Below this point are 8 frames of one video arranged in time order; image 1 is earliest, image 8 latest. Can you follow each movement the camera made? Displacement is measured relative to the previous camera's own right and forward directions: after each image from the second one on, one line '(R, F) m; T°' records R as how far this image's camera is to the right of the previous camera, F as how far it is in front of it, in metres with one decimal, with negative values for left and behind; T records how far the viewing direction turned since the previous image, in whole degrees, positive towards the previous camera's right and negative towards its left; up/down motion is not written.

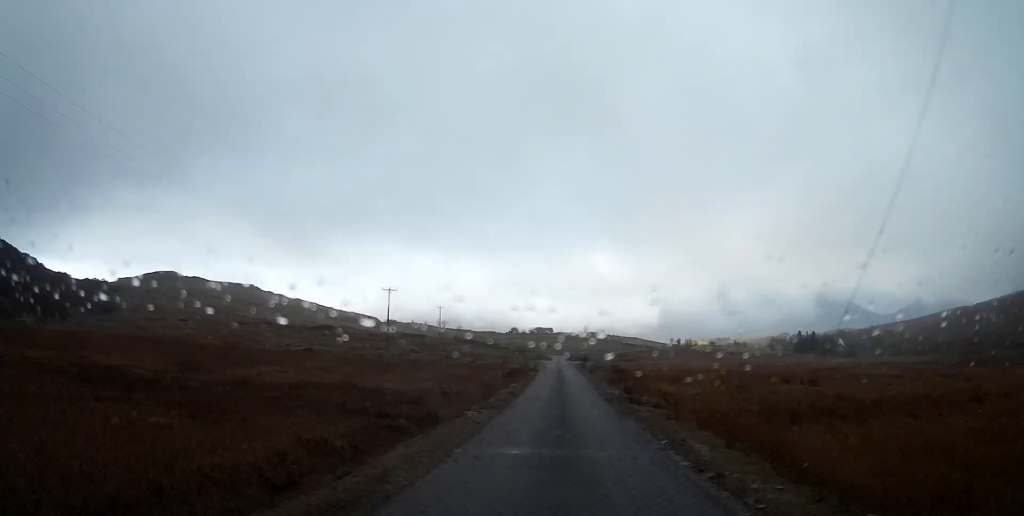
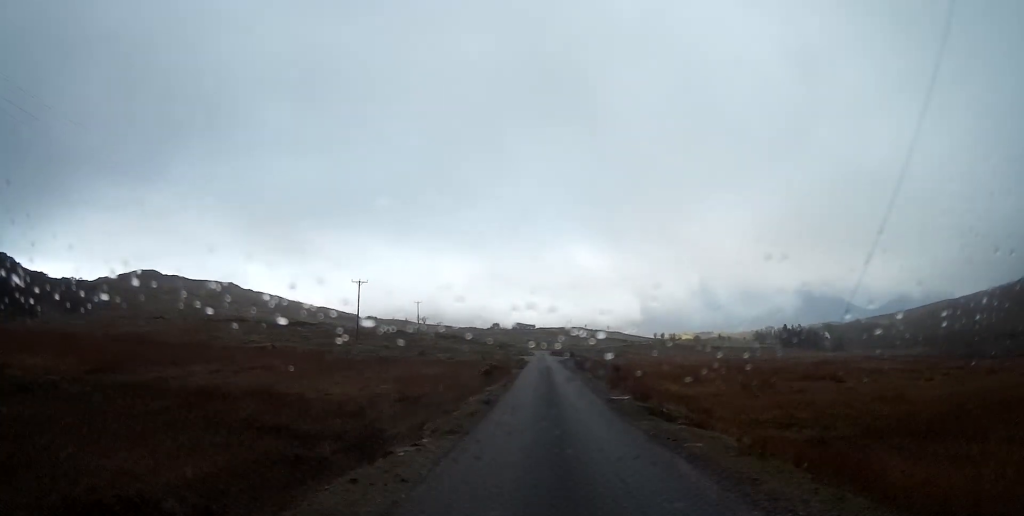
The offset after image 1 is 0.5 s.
(+0.1, +7.3) m; +2°
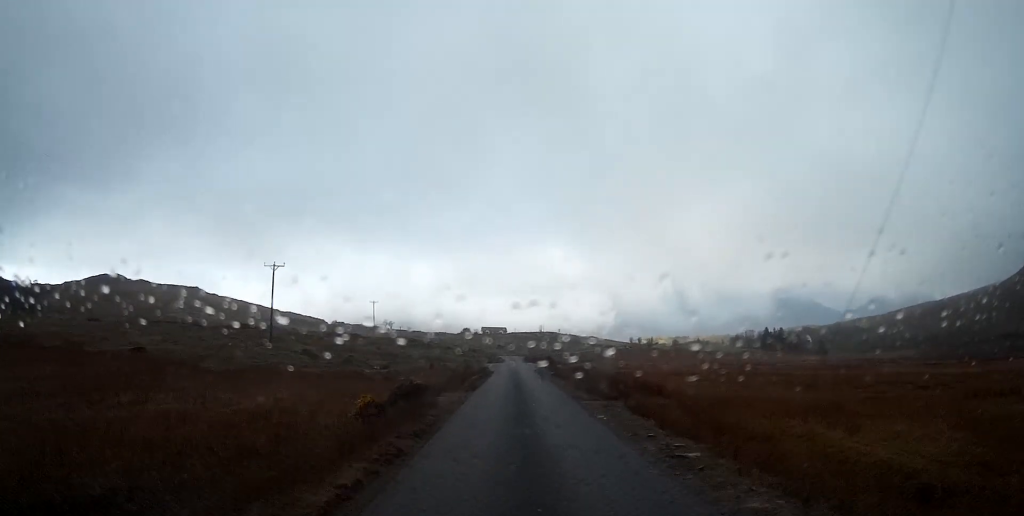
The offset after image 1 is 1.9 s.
(+0.8, +22.7) m; +4°
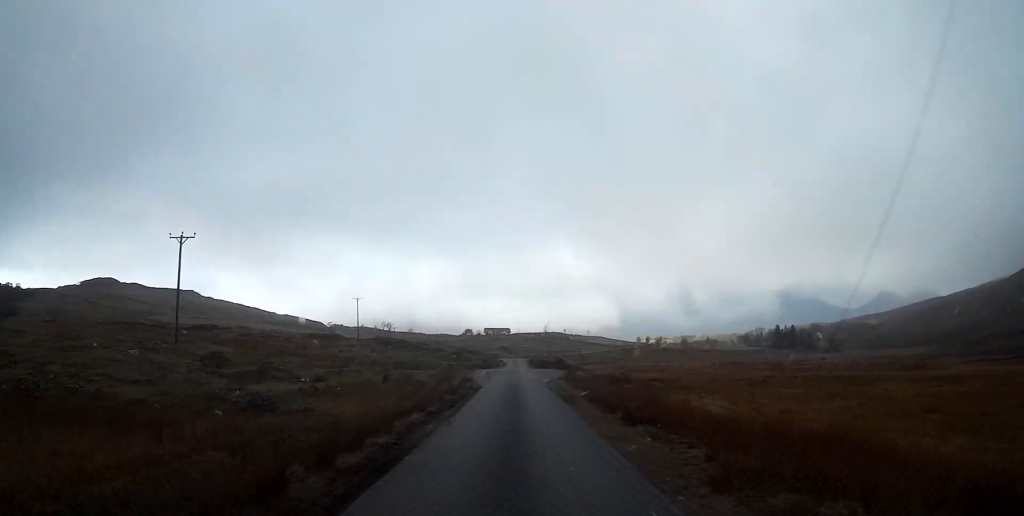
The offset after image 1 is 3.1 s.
(+0.2, +21.4) m; 0°
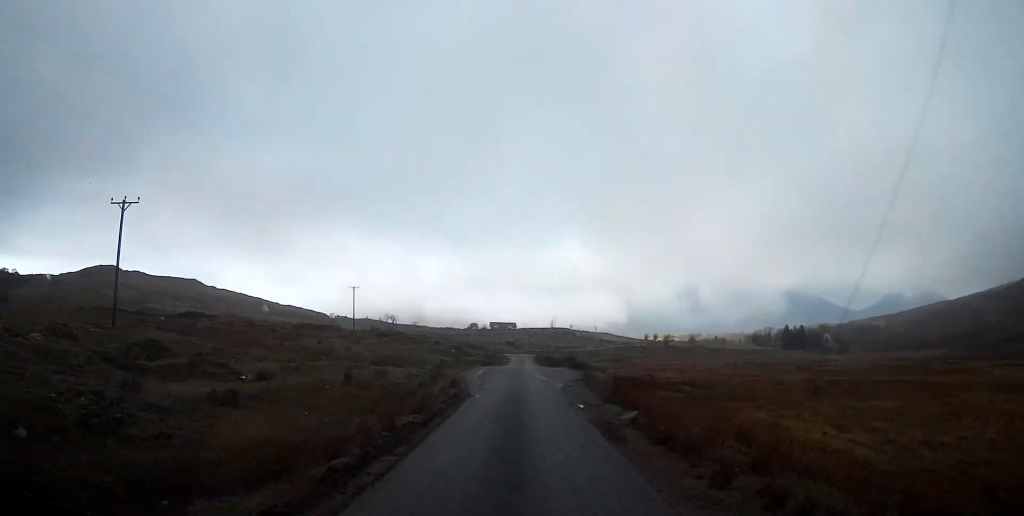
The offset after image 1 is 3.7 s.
(-0.1, +9.6) m; 0°
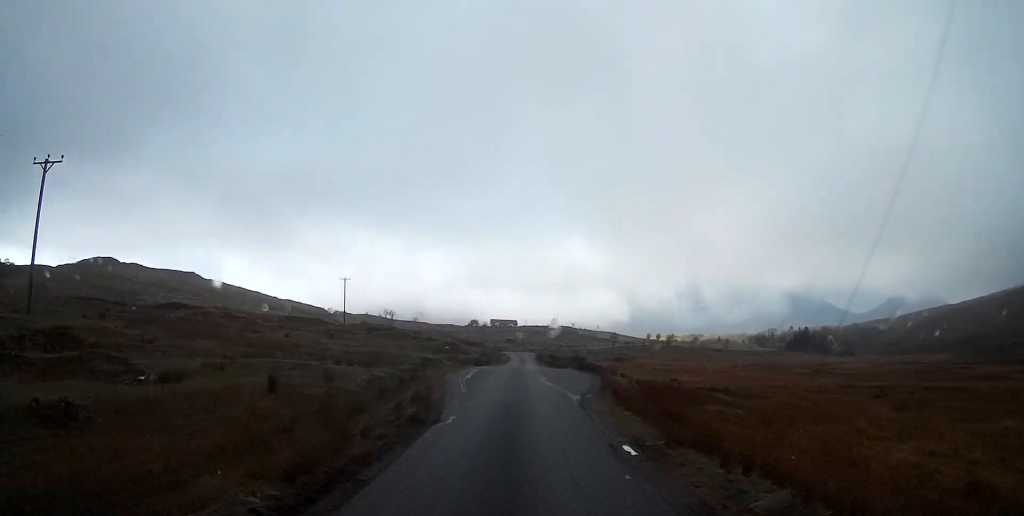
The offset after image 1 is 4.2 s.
(0.0, +9.0) m; 0°
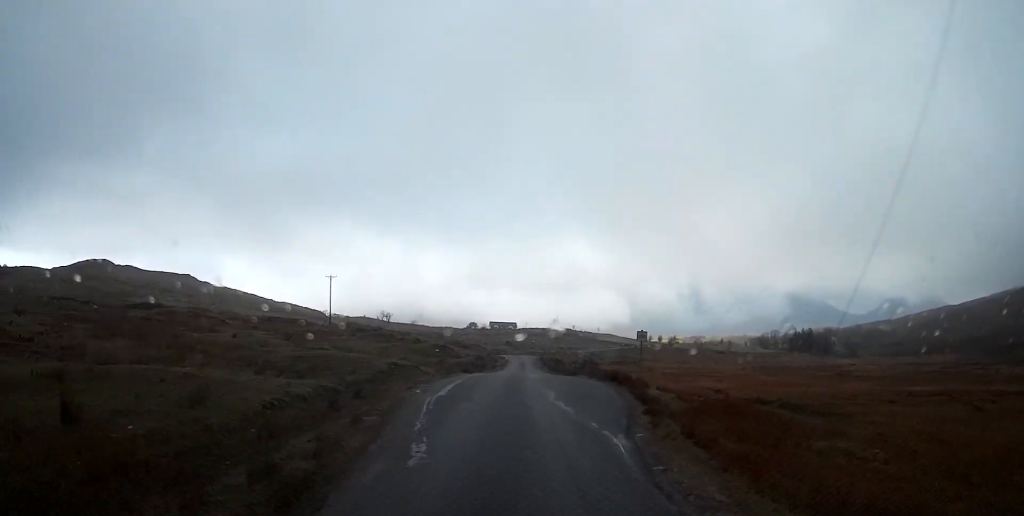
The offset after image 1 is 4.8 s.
(0.0, +10.2) m; 0°
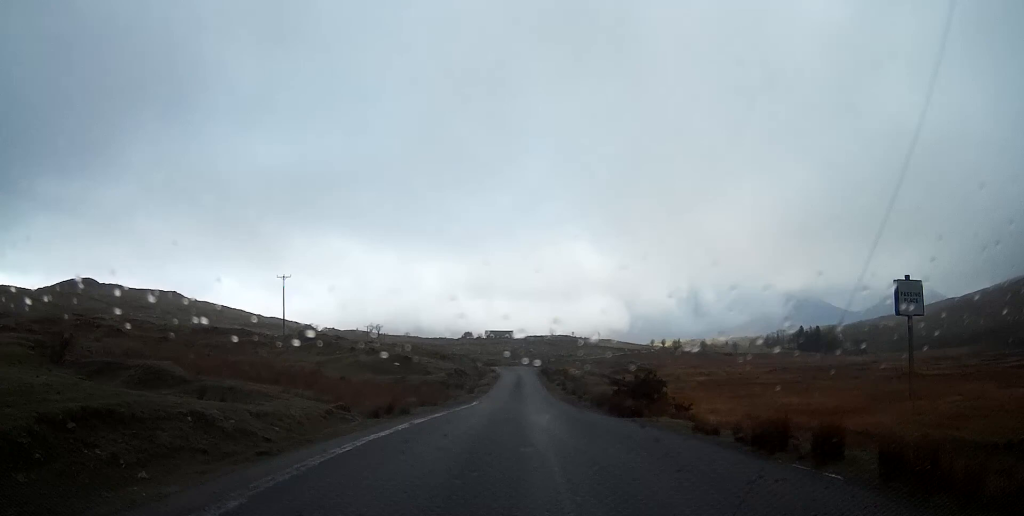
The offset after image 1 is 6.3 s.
(+0.2, +24.2) m; +1°
